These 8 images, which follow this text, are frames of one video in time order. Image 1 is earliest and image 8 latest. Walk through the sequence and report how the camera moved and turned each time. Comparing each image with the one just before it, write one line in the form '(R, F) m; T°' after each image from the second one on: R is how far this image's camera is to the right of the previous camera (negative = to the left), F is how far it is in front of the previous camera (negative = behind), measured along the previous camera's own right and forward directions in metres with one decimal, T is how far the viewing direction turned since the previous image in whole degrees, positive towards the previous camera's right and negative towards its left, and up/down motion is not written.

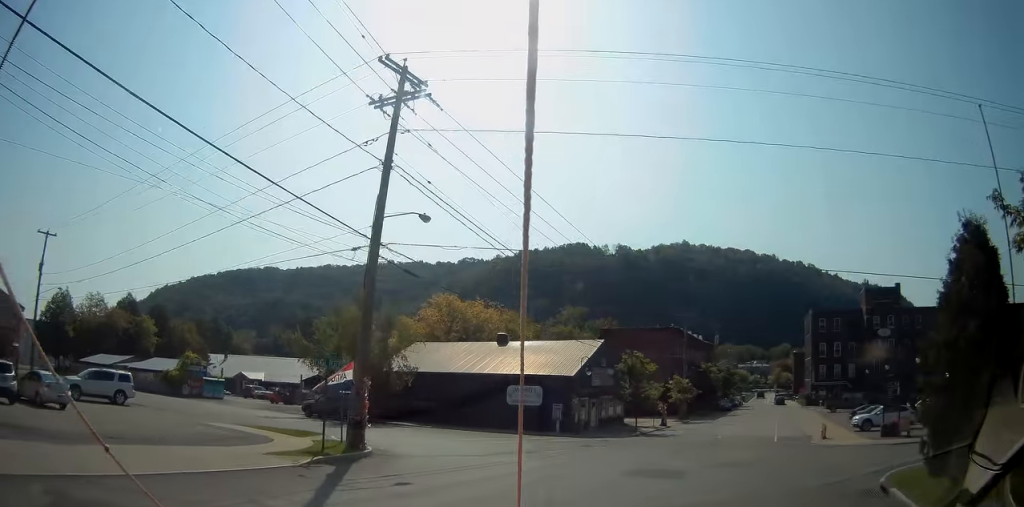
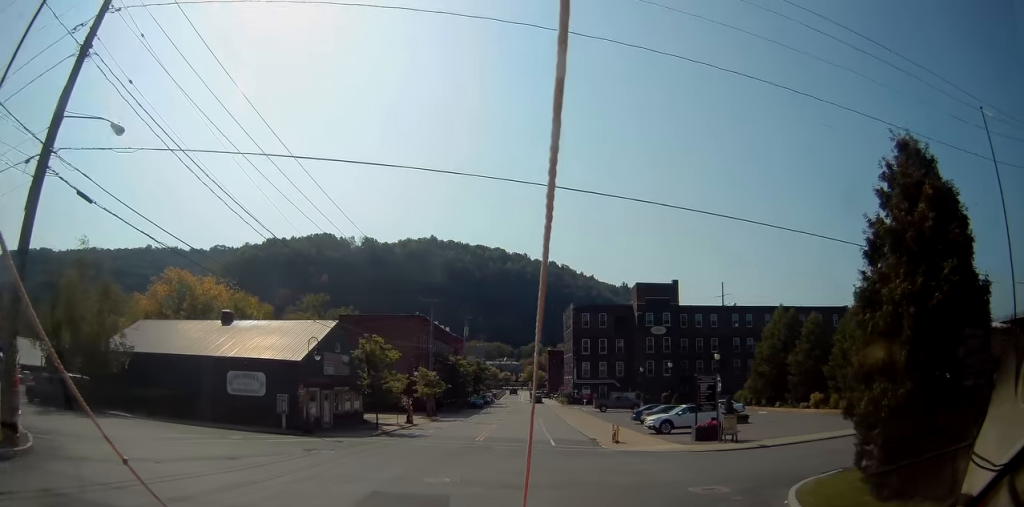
(+1.0, +5.7) m; +13°
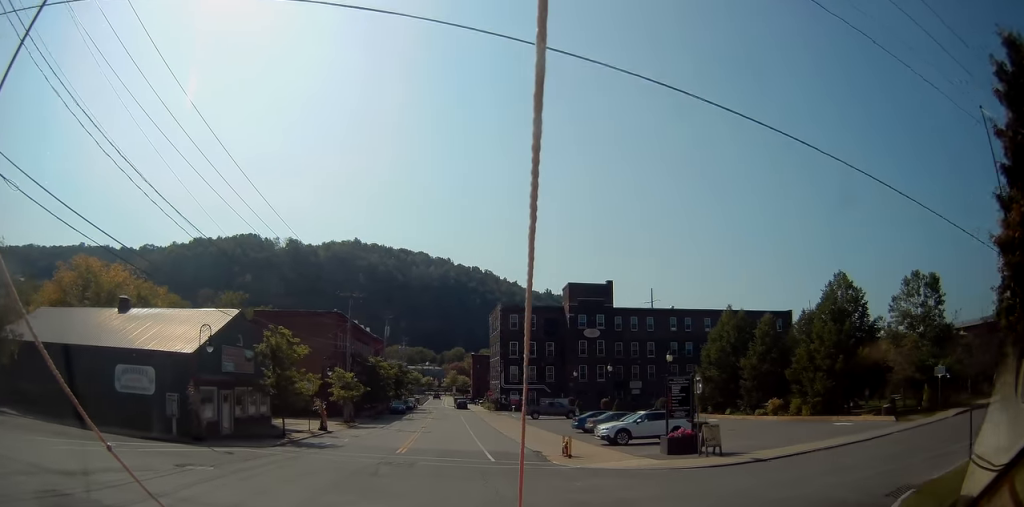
(0.0, +5.3) m; +2°
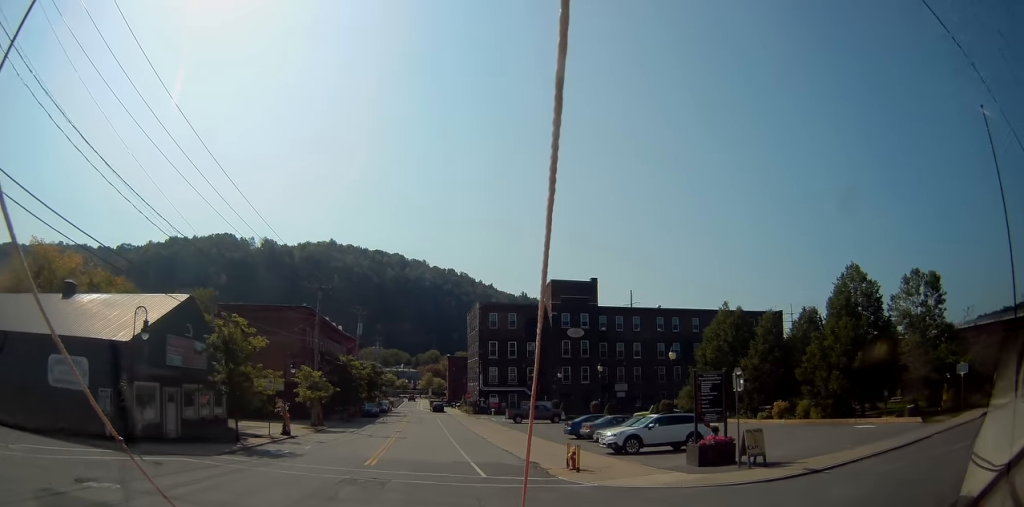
(+0.1, +5.0) m; +3°
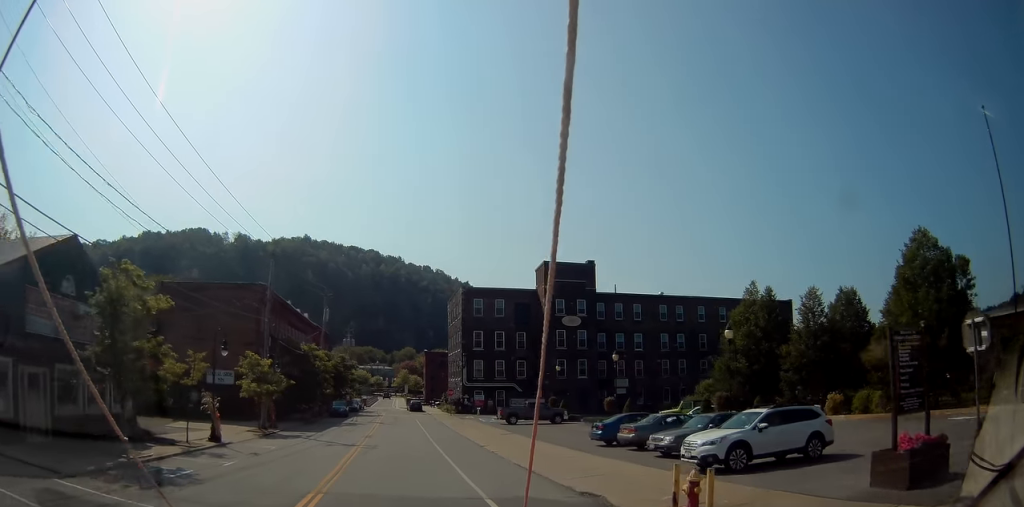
(+0.2, +10.0) m; +3°
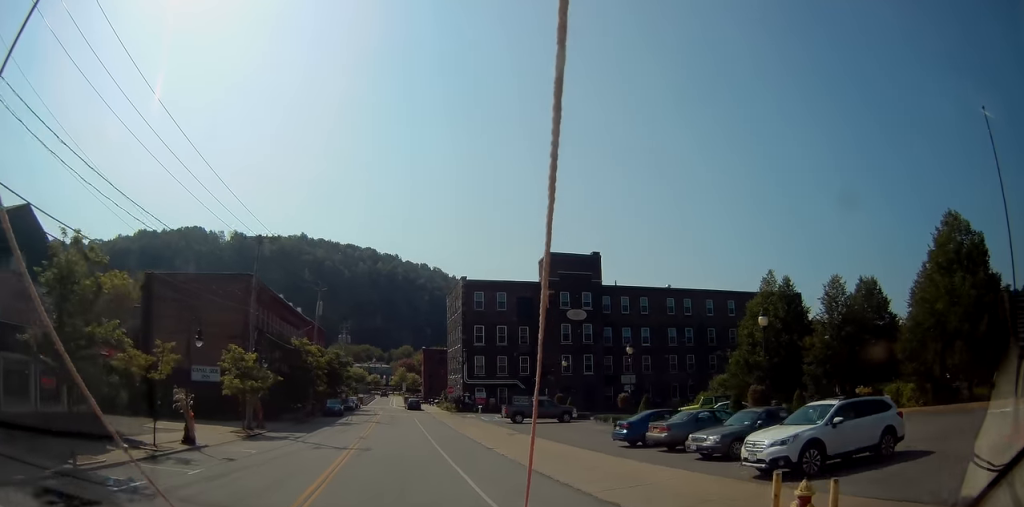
(+0.1, +3.2) m; 0°
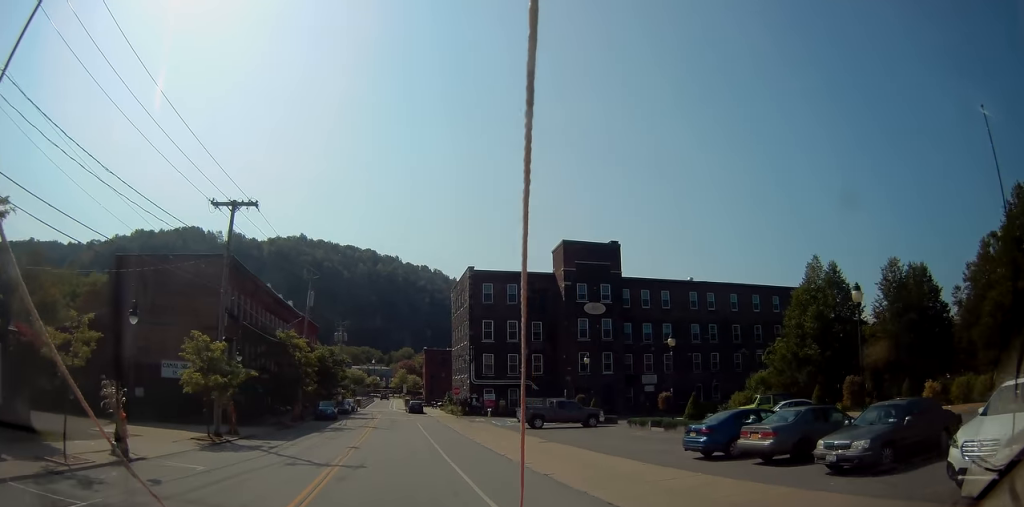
(+0.2, +6.1) m; -1°
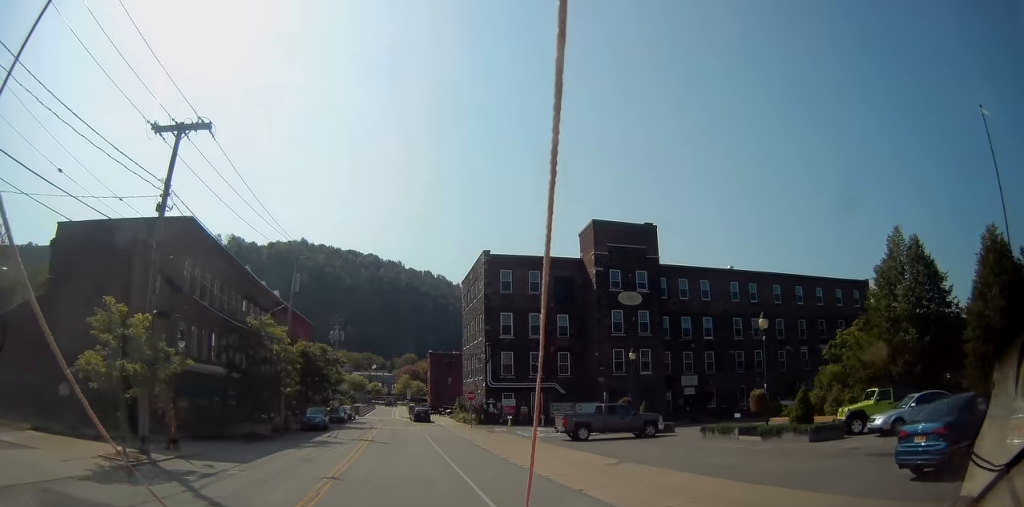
(-0.3, +8.7) m; -2°
